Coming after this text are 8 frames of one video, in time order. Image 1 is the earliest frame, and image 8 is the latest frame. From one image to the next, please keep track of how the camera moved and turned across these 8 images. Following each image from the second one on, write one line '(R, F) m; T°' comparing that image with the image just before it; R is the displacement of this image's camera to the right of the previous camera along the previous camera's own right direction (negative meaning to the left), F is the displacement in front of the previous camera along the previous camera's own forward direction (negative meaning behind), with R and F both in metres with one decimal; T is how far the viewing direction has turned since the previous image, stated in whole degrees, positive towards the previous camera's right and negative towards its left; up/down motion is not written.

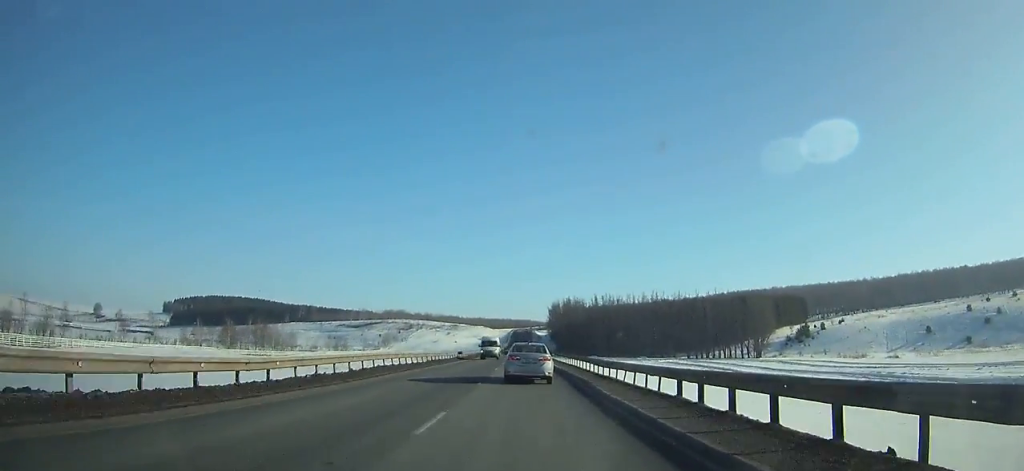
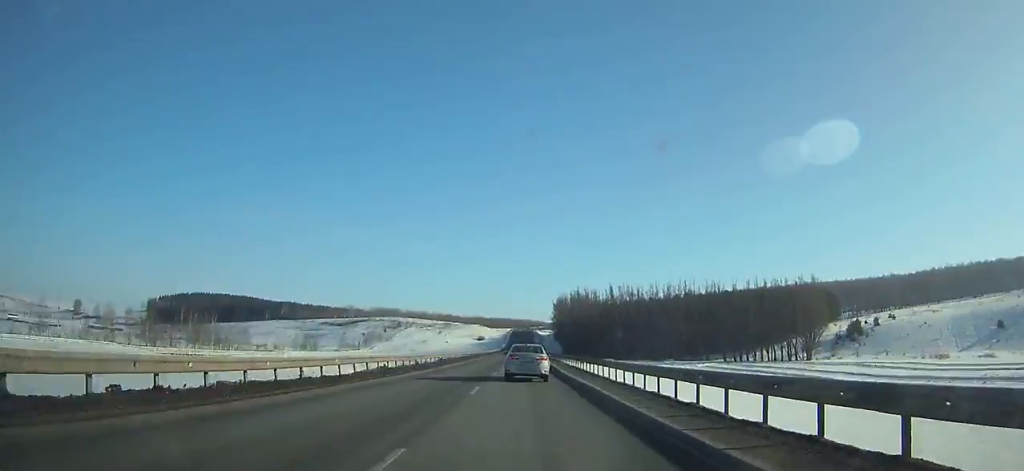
(-0.1, +40.7) m; 0°
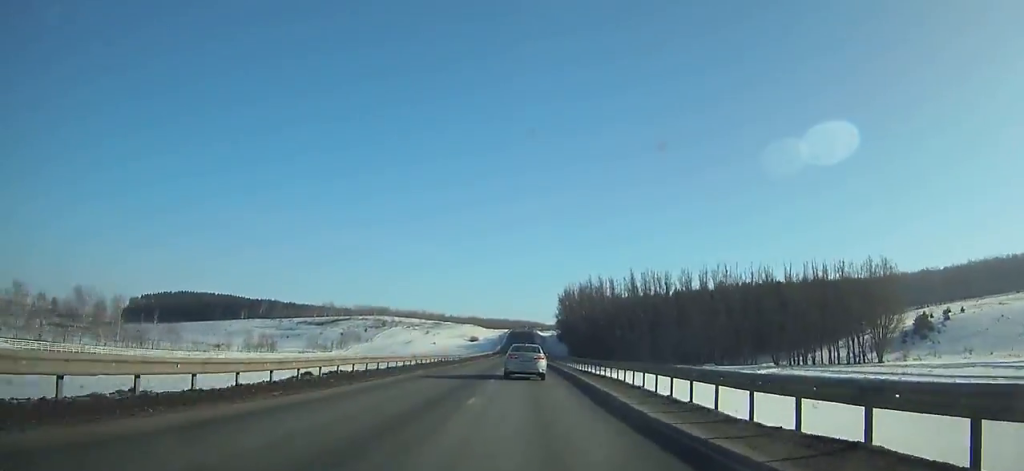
(+0.1, +39.4) m; 0°
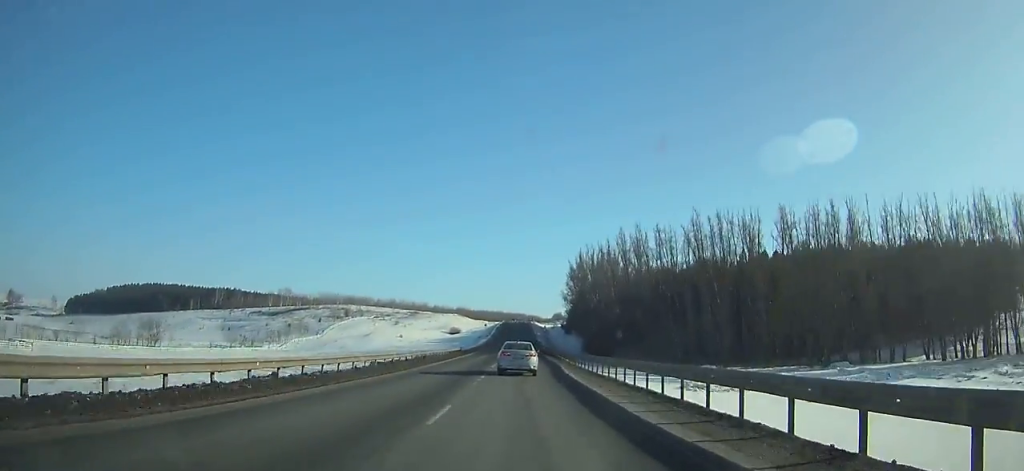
(-0.1, +62.1) m; 0°
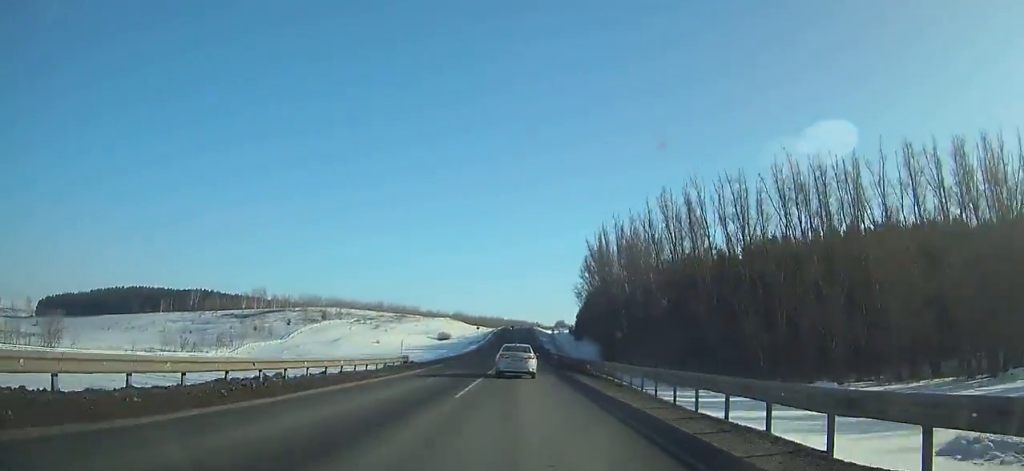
(+0.1, +32.3) m; 0°
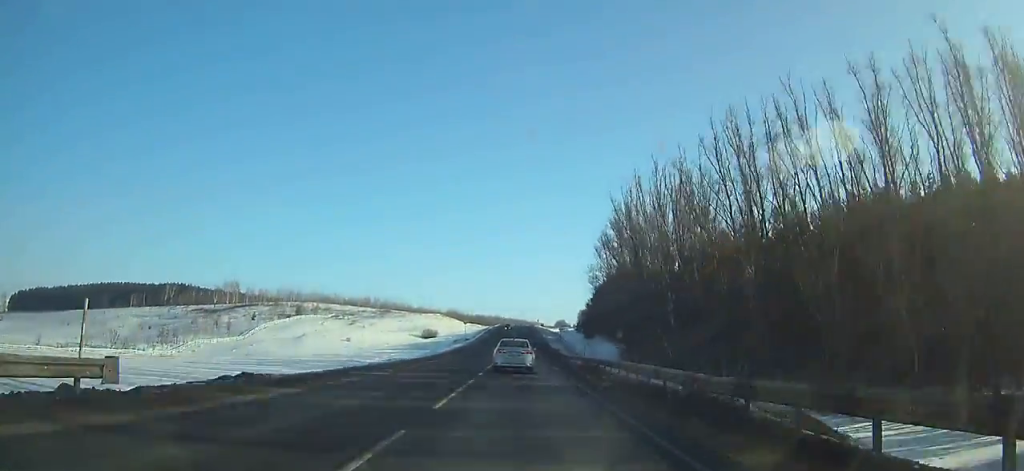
(+0.1, +26.3) m; 0°
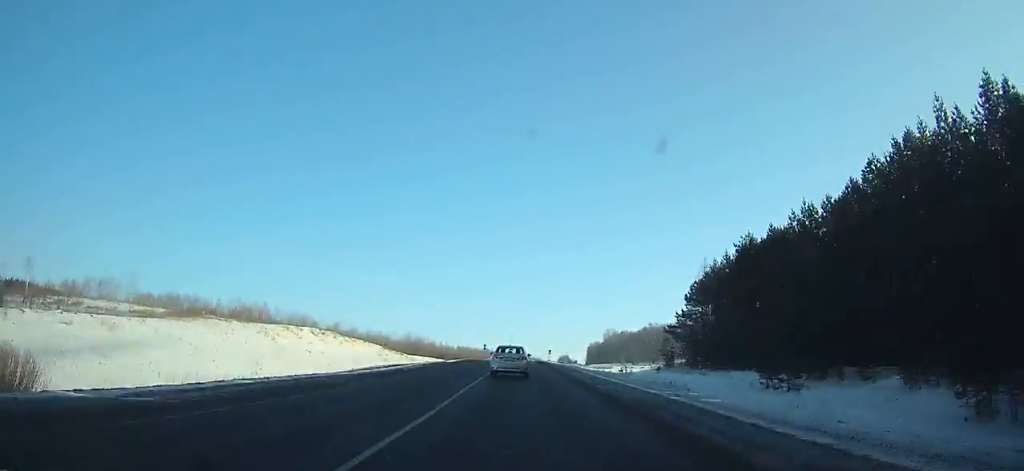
(+0.4, +130.6) m; 0°
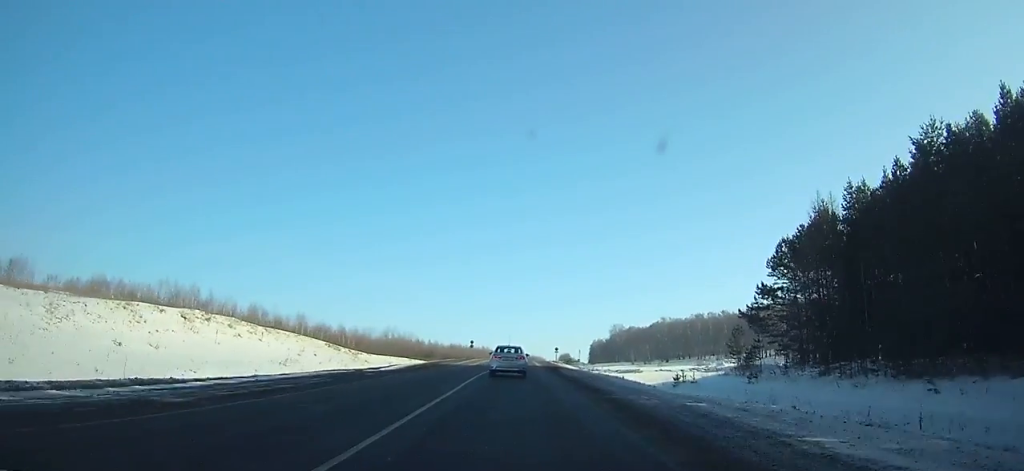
(-0.1, +33.9) m; 0°
